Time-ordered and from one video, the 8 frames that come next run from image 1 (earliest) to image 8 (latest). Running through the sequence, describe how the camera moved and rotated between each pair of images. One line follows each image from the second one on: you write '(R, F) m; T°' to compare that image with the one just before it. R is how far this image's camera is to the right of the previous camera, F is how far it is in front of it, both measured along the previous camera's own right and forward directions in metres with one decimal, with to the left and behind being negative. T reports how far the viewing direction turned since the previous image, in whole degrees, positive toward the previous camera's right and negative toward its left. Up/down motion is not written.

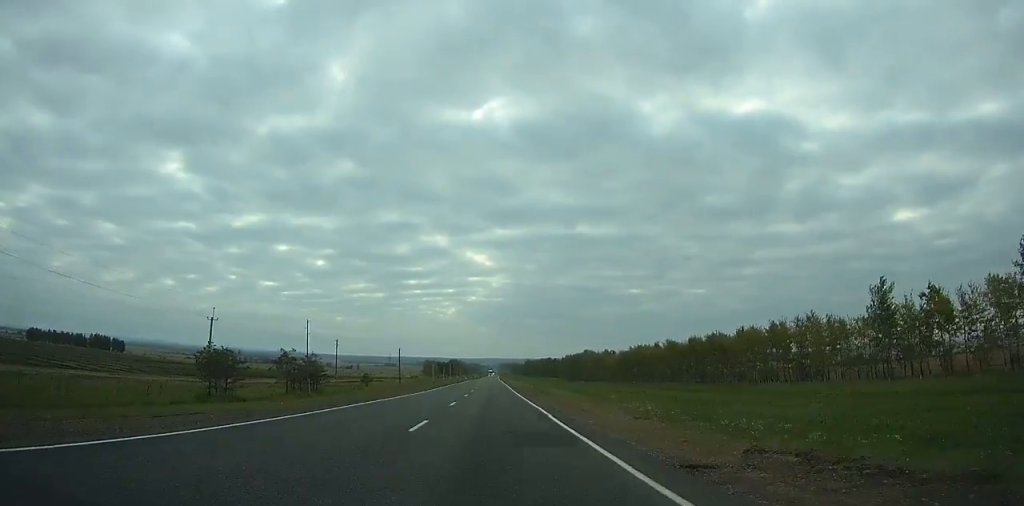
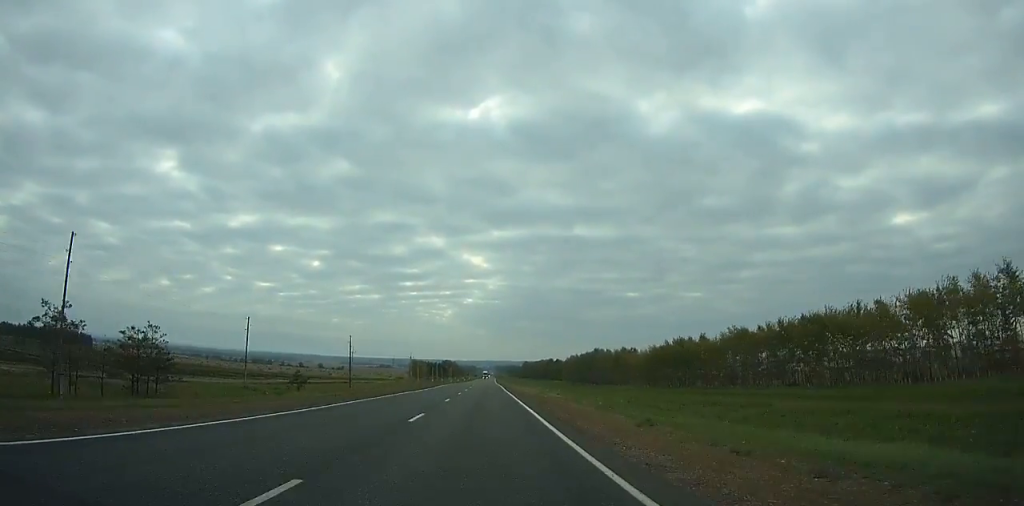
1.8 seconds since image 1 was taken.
(+0.2, +45.5) m; 0°
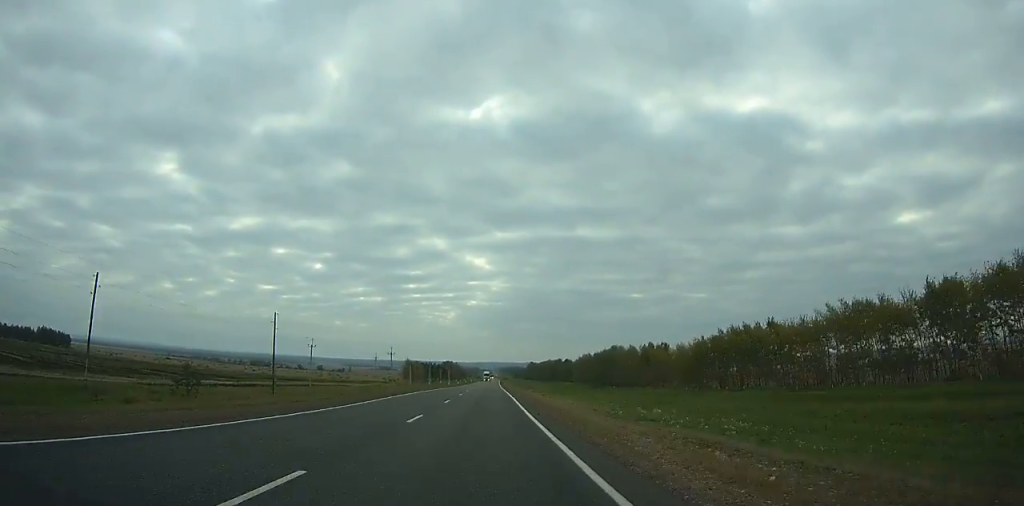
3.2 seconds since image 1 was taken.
(+0.2, +35.4) m; 0°
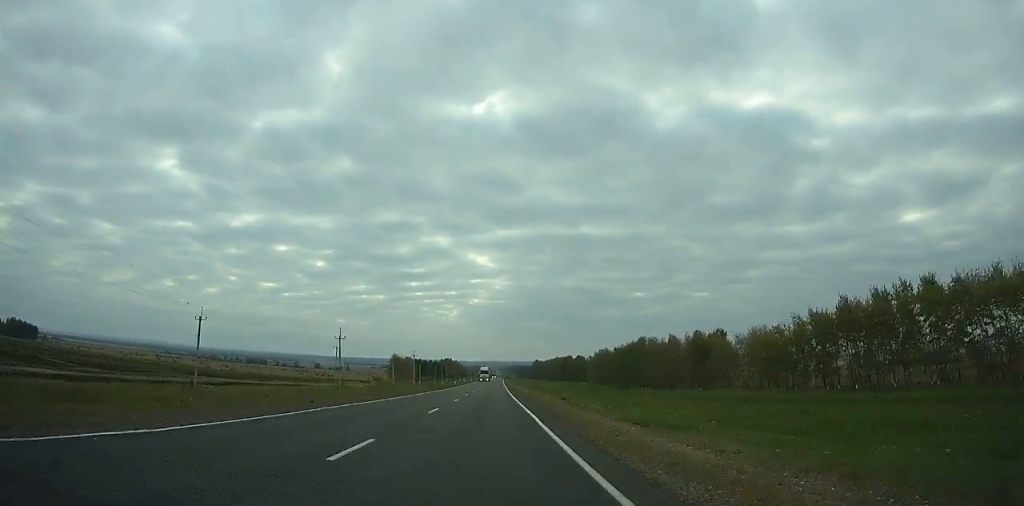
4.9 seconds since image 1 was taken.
(-0.3, +43.2) m; 0°
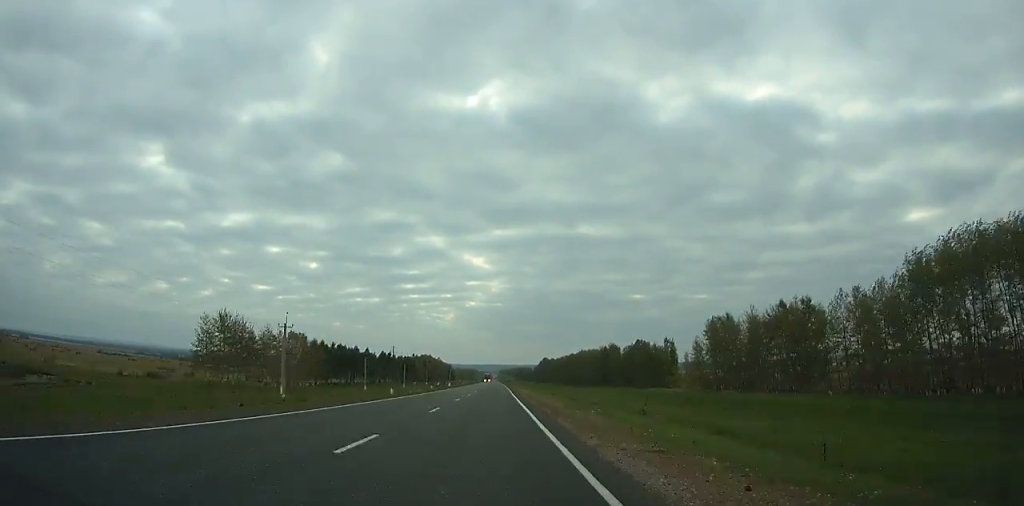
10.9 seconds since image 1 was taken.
(-0.6, +154.7) m; 0°
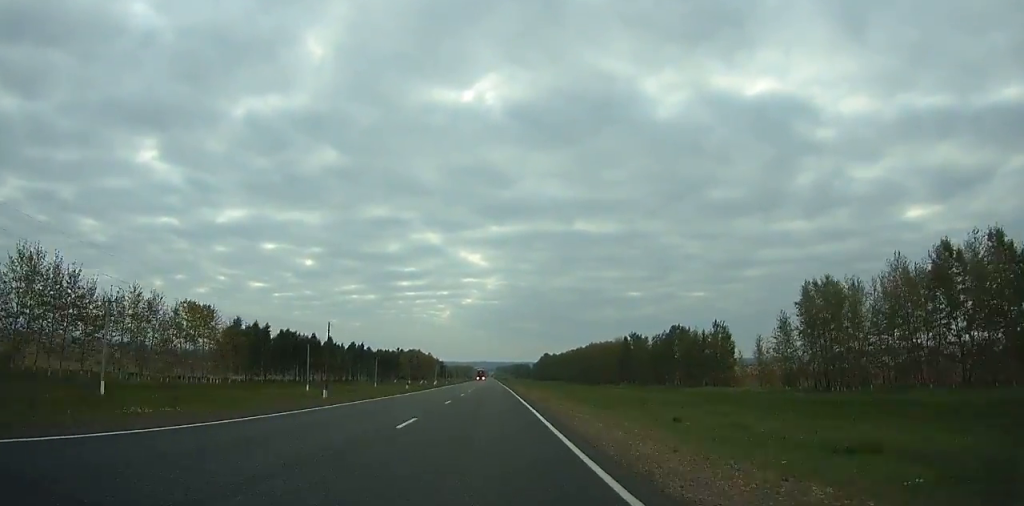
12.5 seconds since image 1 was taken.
(0.0, +42.0) m; 0°
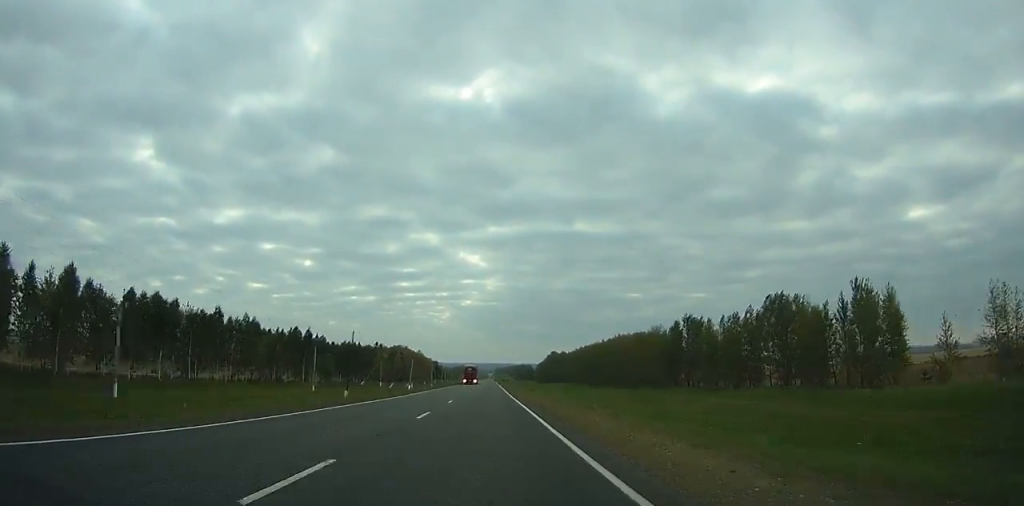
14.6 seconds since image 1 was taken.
(+0.1, +55.6) m; 0°
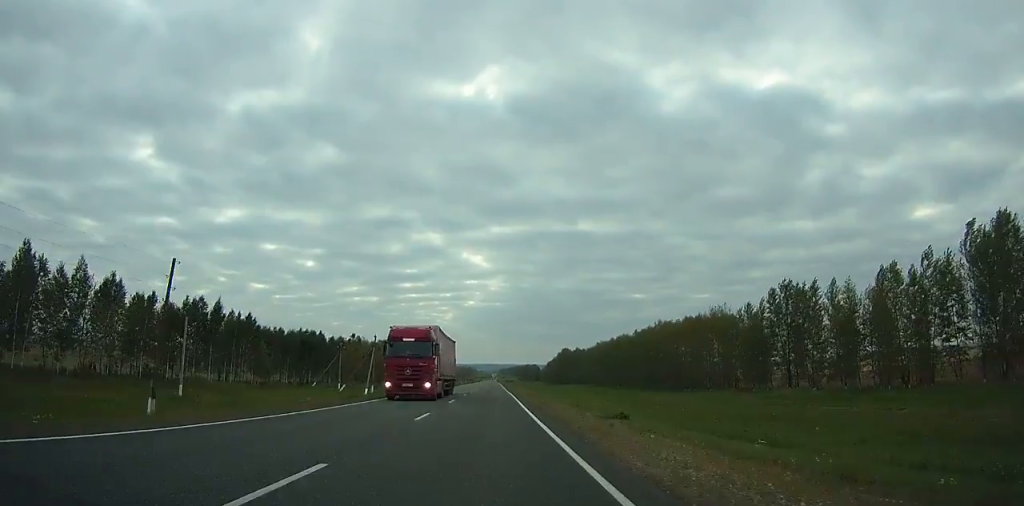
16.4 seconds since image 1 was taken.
(+0.1, +48.2) m; 0°
